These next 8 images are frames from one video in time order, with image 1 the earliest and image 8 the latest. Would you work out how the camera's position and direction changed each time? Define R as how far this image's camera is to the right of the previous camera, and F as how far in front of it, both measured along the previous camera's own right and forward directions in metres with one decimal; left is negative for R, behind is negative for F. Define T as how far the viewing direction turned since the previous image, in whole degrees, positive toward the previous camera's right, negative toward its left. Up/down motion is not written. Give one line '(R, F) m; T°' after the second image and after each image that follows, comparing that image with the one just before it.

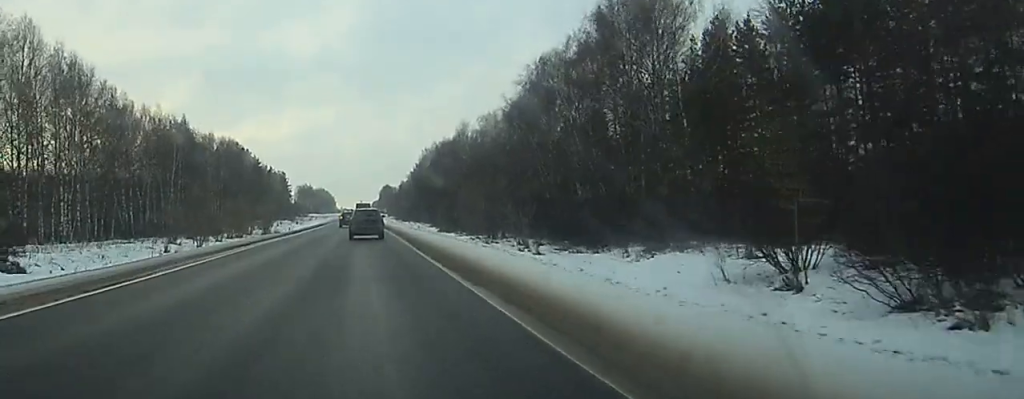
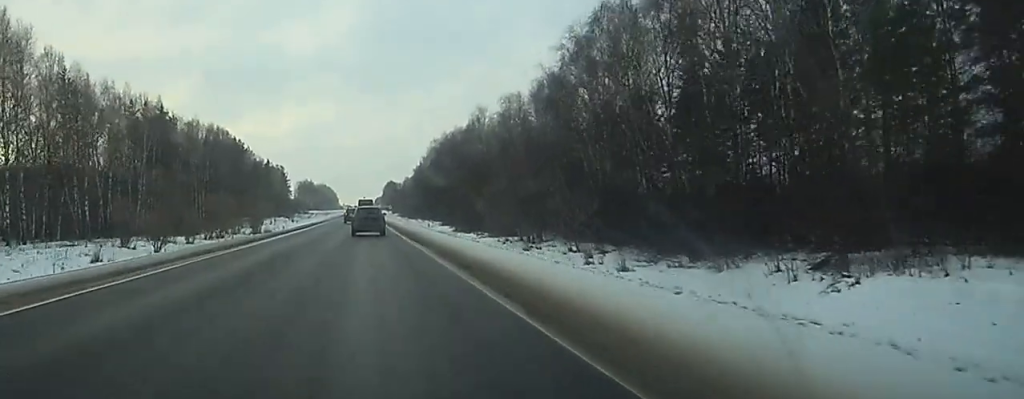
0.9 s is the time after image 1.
(-0.1, +21.7) m; -1°
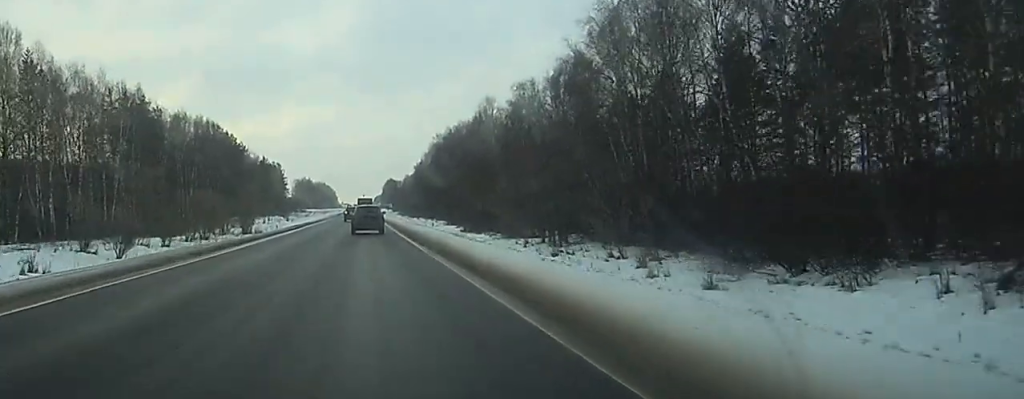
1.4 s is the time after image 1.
(-0.1, +11.7) m; 0°
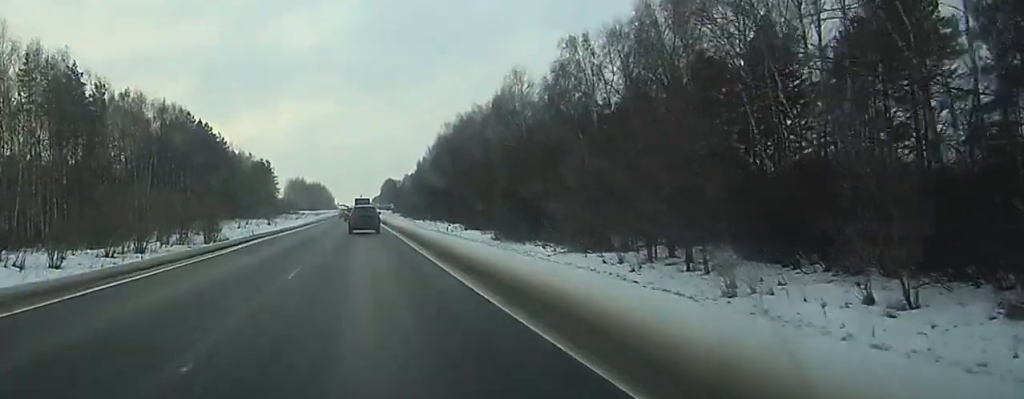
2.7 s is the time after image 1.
(0.0, +30.7) m; 0°
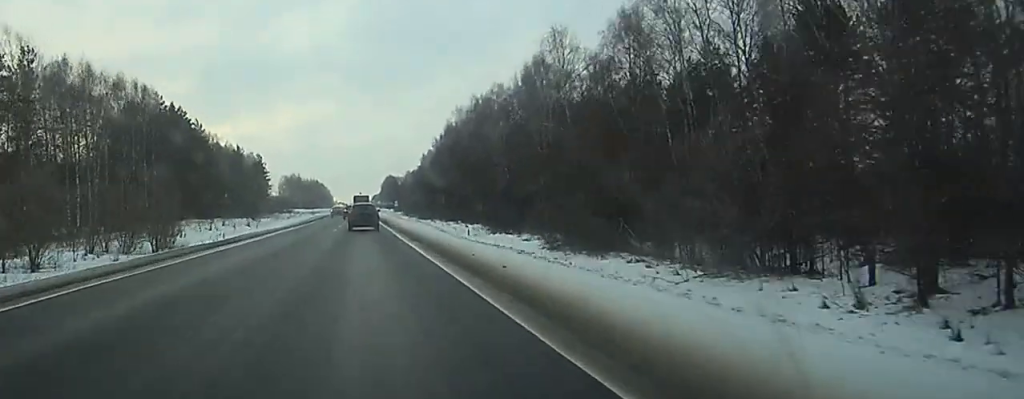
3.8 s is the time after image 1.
(0.0, +25.7) m; 0°
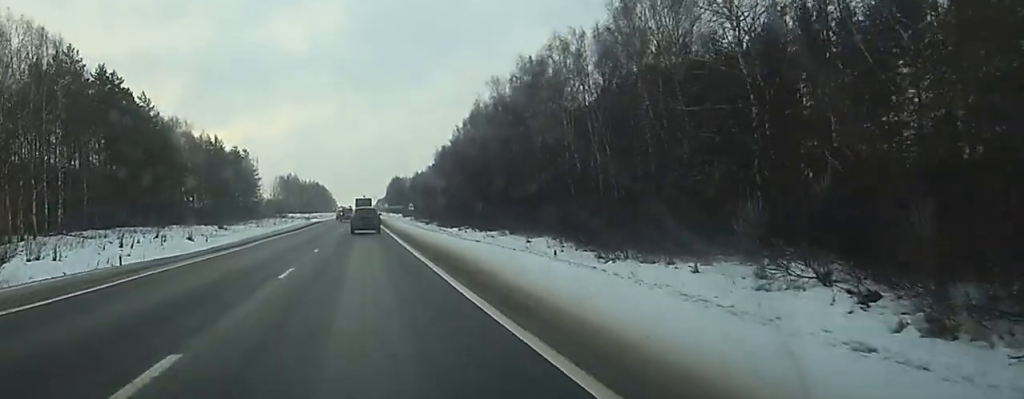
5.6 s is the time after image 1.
(0.0, +43.4) m; 0°
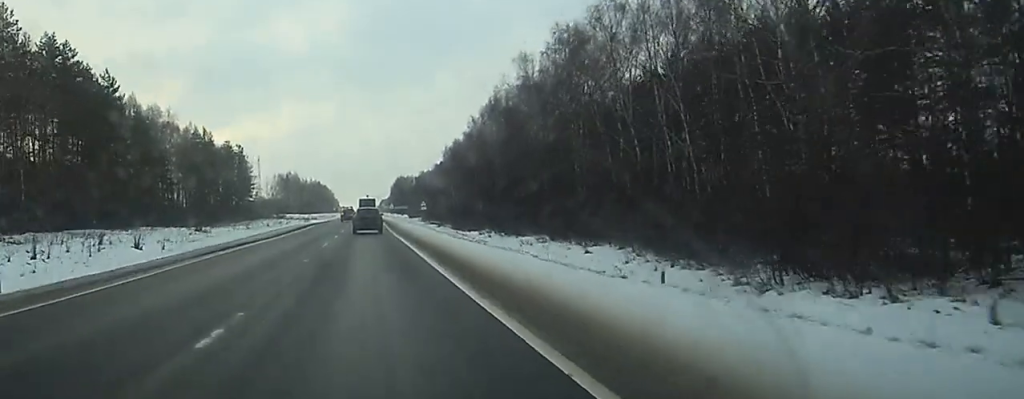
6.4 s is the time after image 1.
(-0.1, +20.1) m; 0°
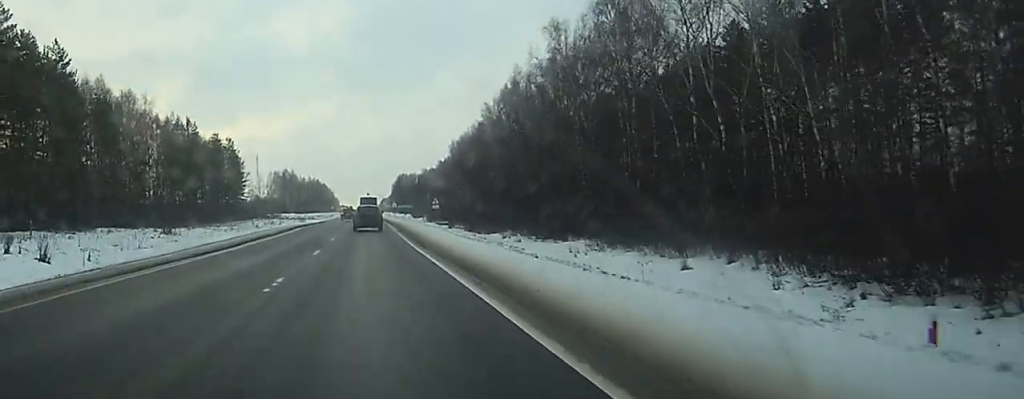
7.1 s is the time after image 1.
(0.0, +18.5) m; 0°
